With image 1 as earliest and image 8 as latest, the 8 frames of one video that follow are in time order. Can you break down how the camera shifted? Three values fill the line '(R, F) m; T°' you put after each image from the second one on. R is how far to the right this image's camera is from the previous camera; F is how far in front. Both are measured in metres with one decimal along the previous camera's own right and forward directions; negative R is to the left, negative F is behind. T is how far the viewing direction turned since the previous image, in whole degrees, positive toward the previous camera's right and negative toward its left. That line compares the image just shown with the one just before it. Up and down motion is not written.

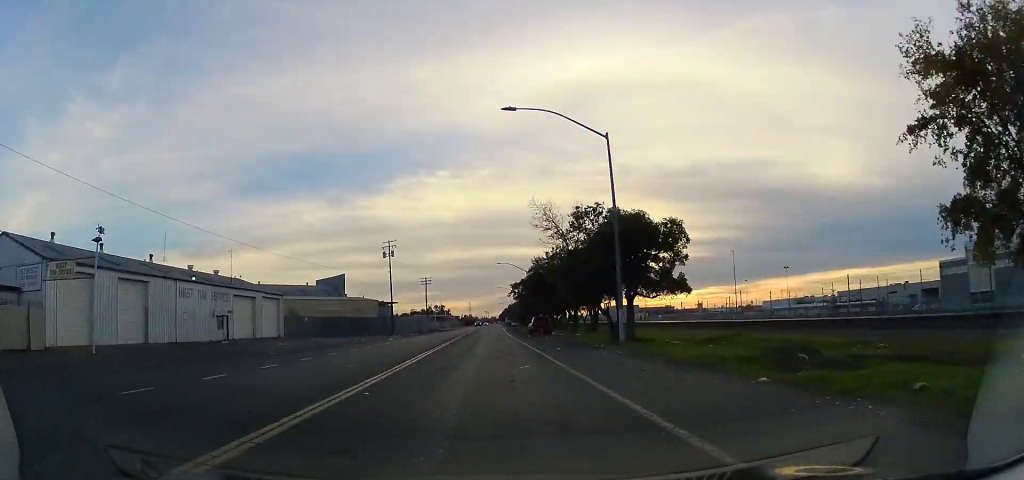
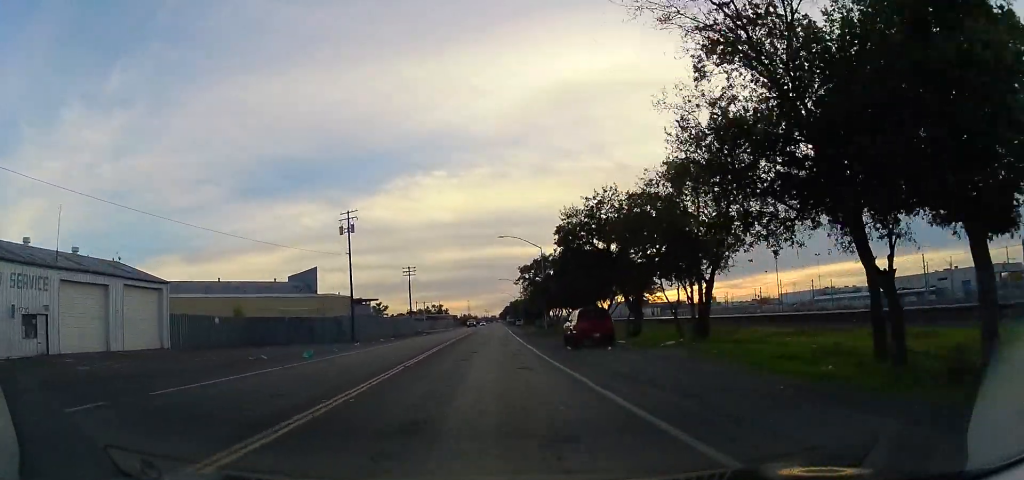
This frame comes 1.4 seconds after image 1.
(+0.3, +23.3) m; +1°
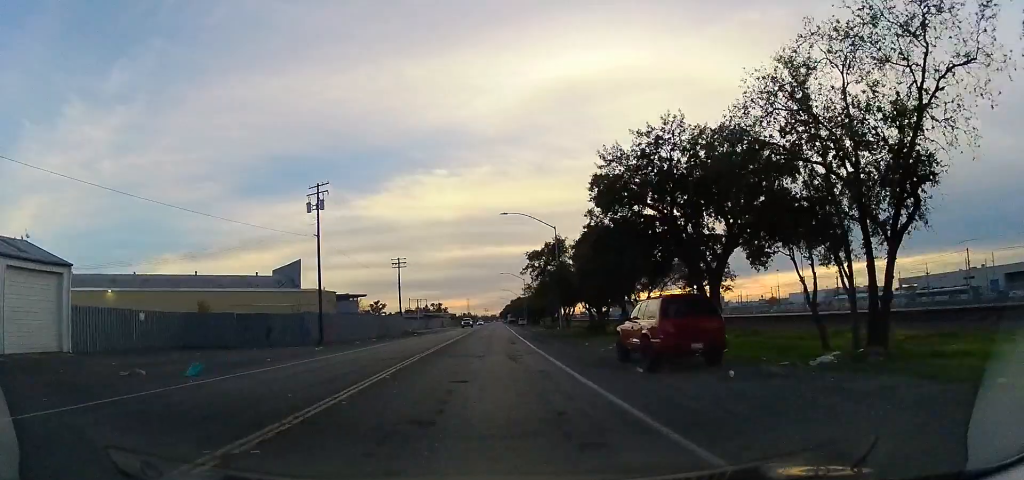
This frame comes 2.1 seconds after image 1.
(0.0, +11.5) m; -1°
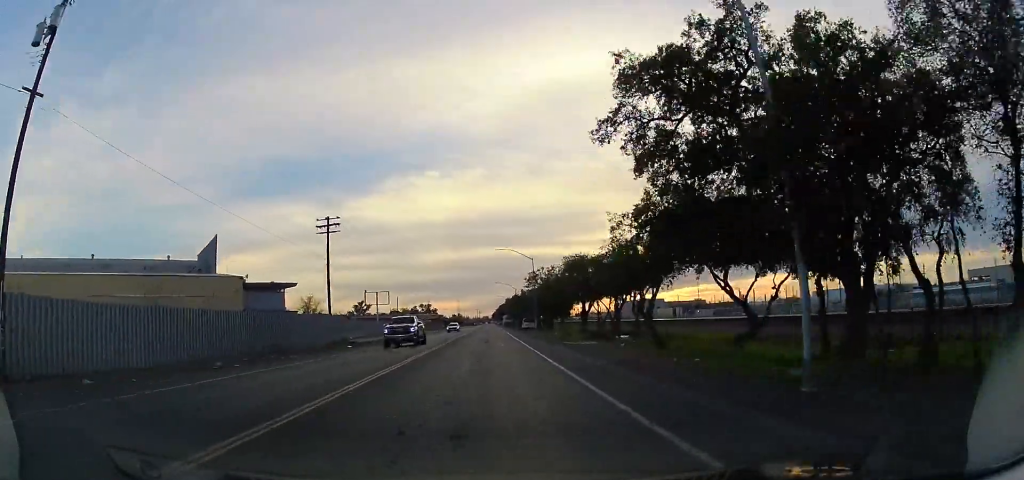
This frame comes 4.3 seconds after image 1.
(-0.2, +34.5) m; +1°
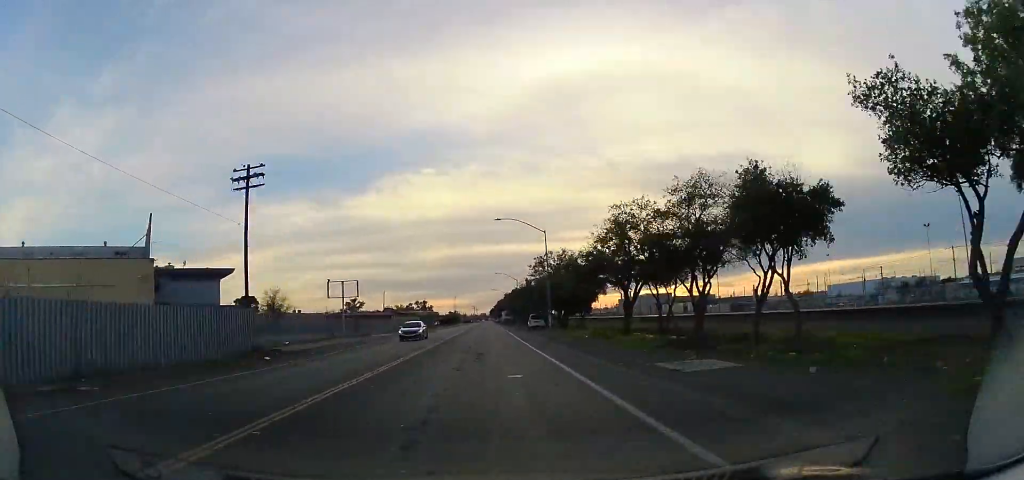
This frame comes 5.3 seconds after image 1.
(+0.4, +17.1) m; 0°
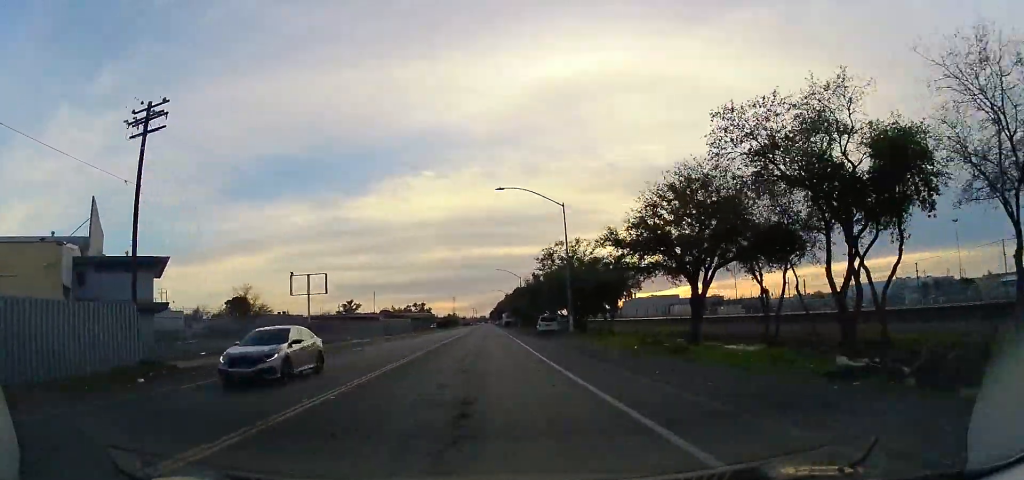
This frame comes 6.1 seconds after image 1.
(-0.3, +12.0) m; -1°
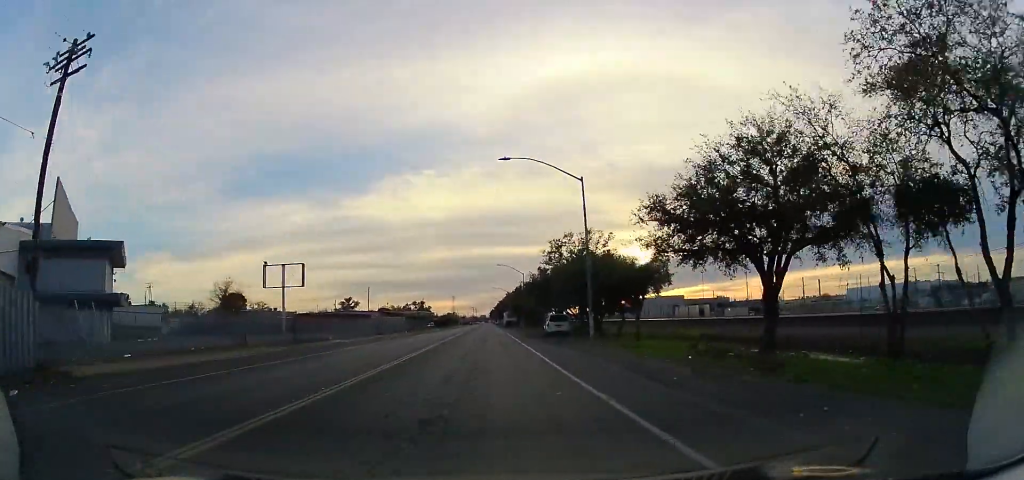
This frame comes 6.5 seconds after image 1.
(-0.2, +6.6) m; 0°
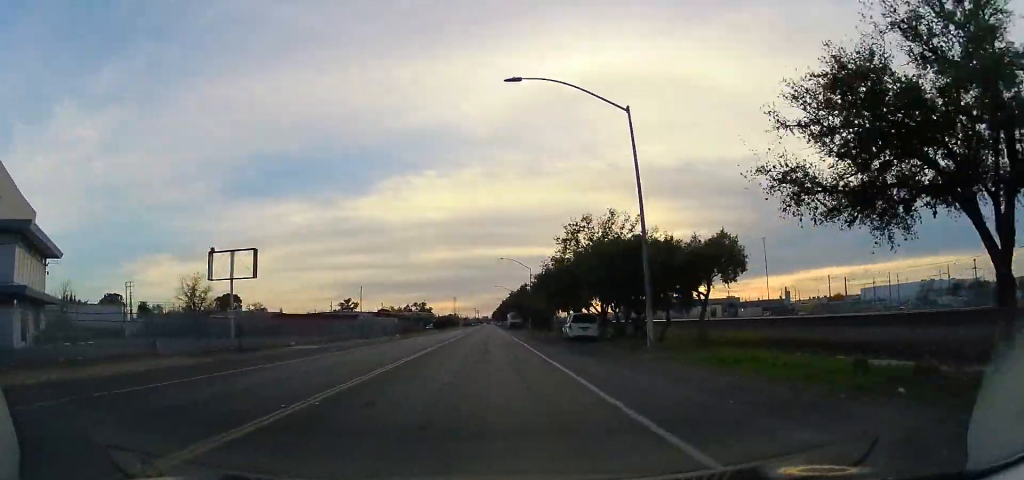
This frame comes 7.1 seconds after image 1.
(+0.1, +9.9) m; 0°
